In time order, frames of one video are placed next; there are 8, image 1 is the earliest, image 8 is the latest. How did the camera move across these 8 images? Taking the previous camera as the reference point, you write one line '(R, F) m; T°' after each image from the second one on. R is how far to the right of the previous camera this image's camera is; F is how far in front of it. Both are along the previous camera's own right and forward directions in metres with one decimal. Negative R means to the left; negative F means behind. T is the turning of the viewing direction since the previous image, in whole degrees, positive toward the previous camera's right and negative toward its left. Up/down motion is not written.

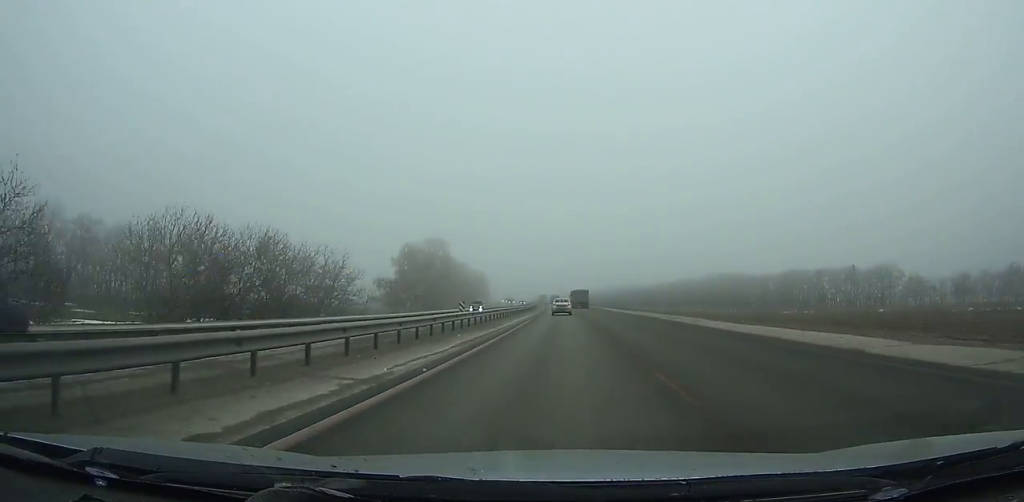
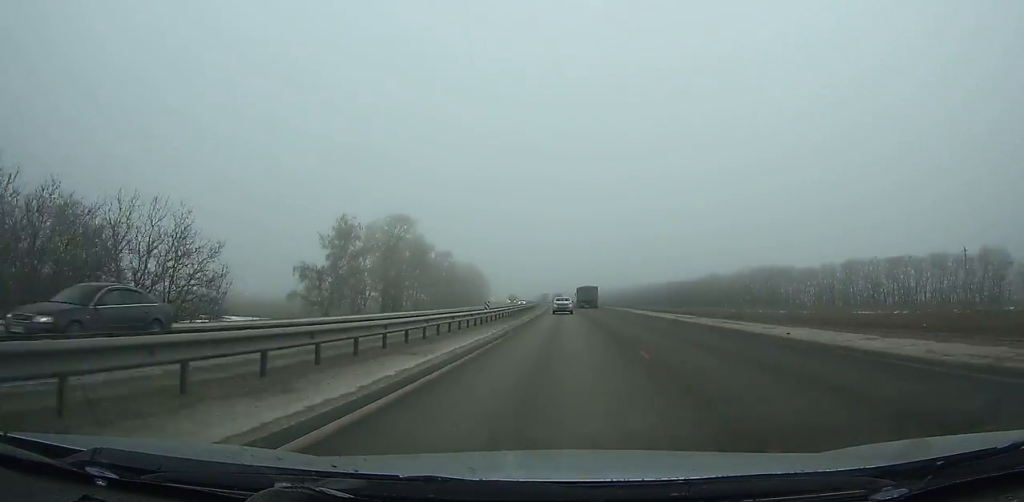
(0.0, +34.5) m; -1°
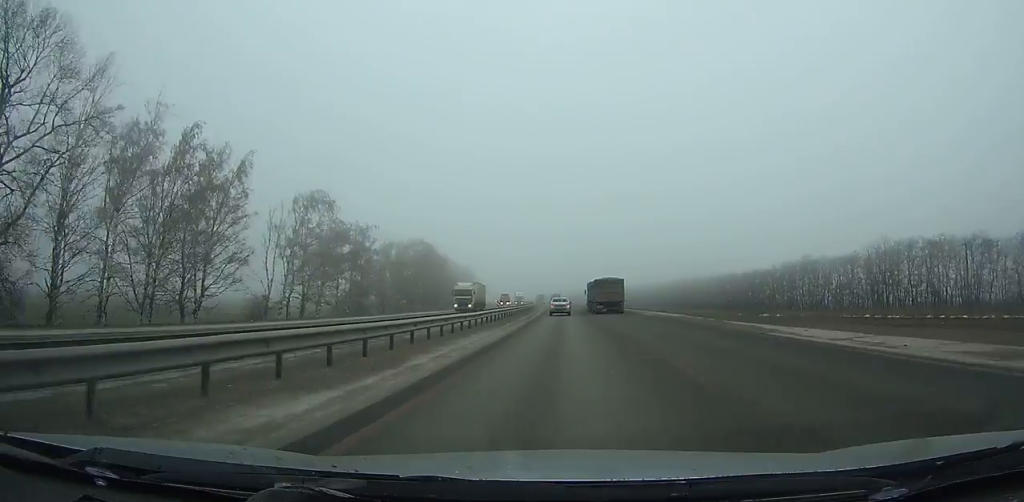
(-1.3, +74.2) m; -2°
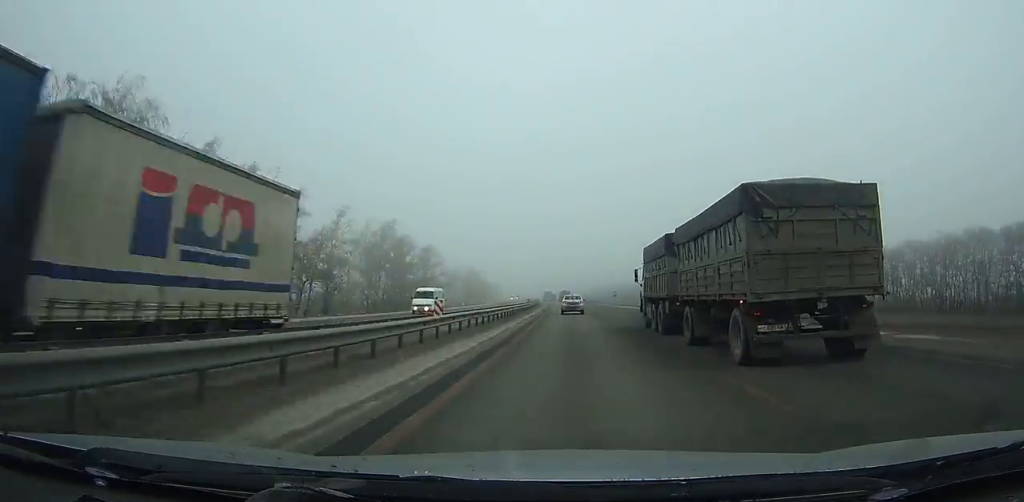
(-2.3, +100.2) m; -2°
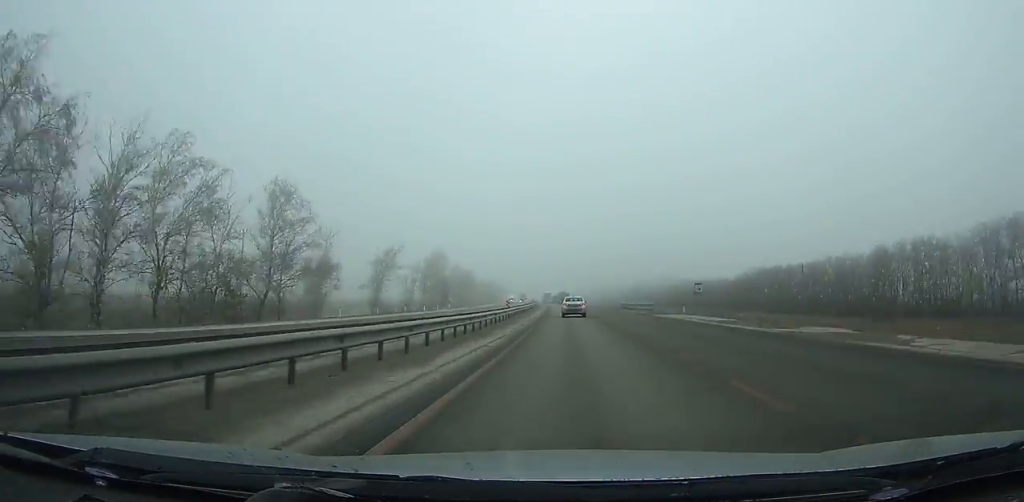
(-0.8, +65.1) m; -1°
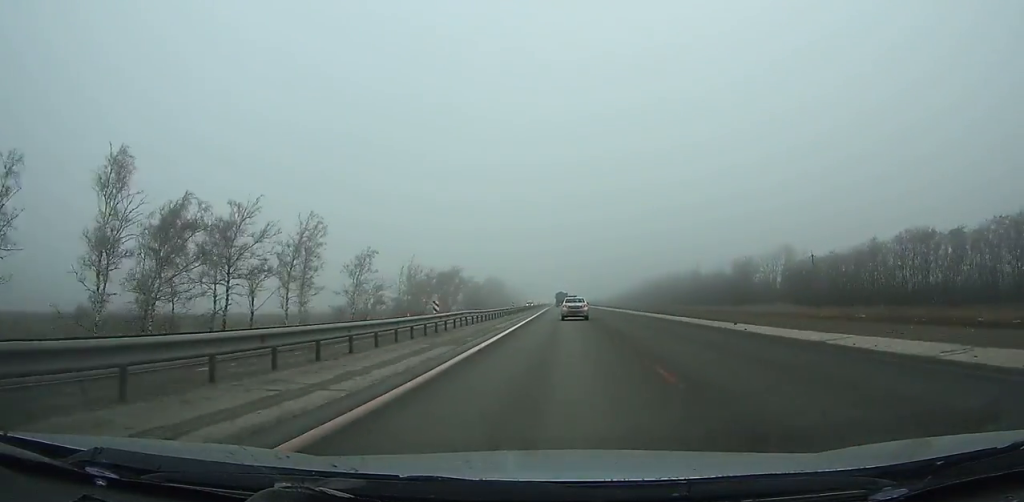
(-3.6, +133.9) m; -3°
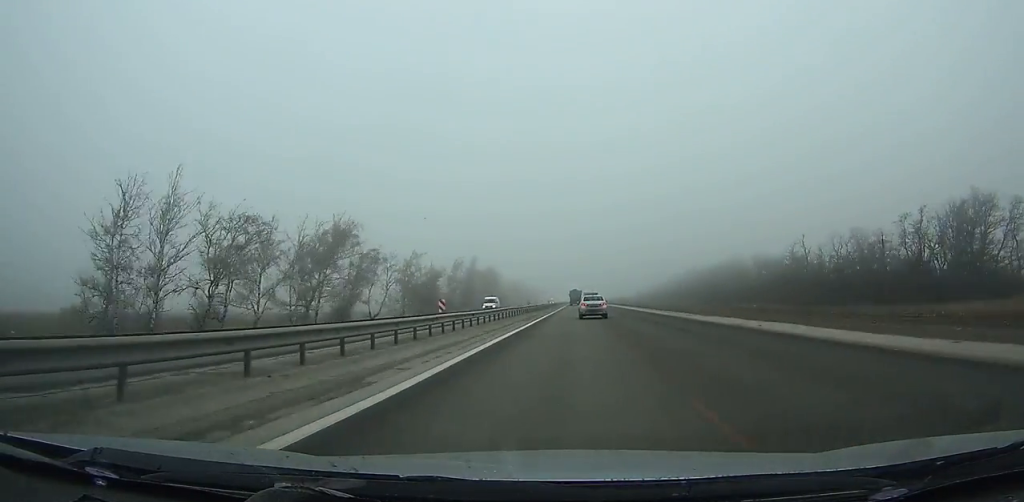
(-1.0, +81.5) m; -1°
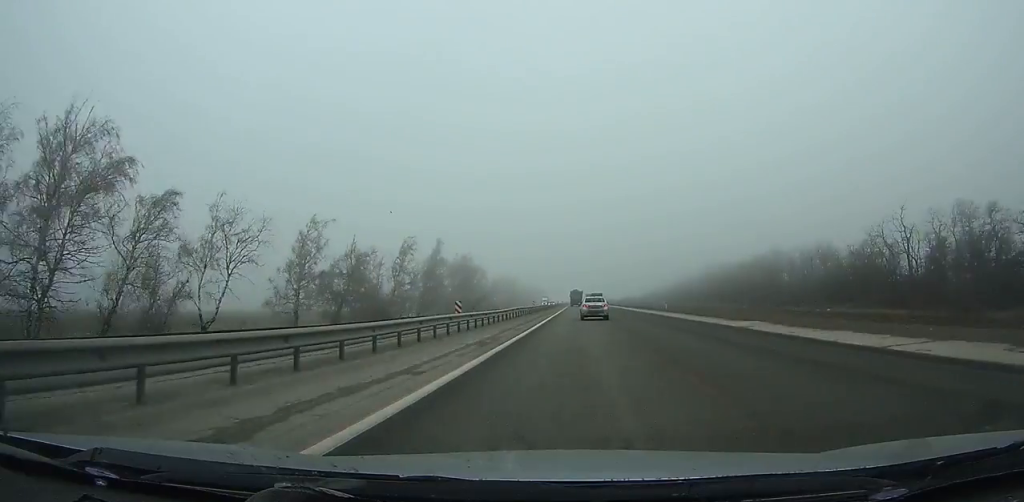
(0.0, +39.3) m; 0°
